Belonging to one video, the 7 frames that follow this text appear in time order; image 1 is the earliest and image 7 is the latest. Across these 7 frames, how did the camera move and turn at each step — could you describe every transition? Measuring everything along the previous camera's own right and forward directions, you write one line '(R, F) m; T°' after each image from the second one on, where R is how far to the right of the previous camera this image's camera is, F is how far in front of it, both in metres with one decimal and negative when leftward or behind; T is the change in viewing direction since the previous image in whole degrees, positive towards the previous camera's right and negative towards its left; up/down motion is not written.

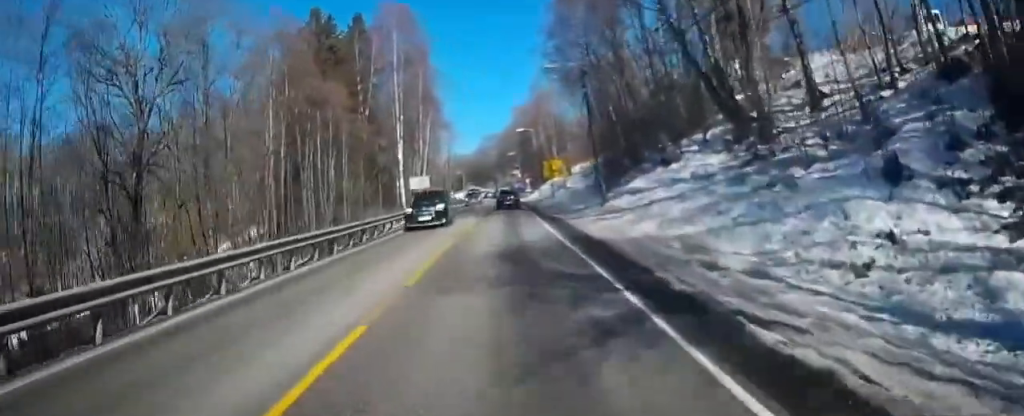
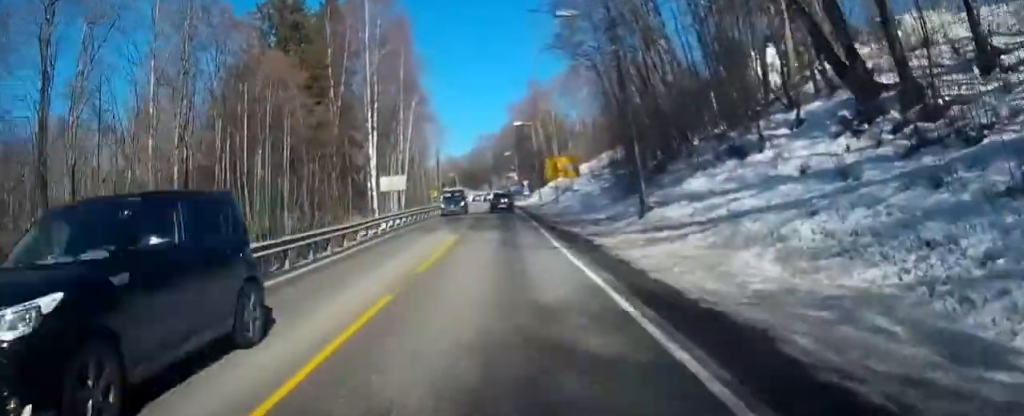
(+0.1, +10.0) m; +1°
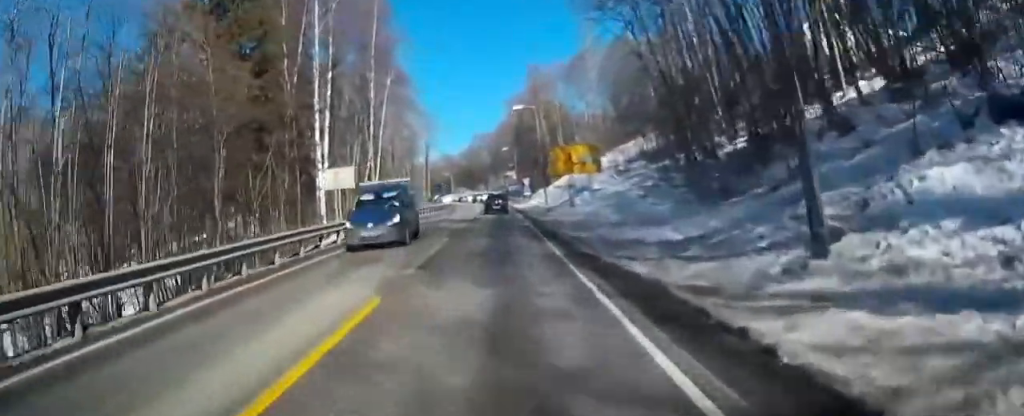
(+0.1, +12.4) m; +1°
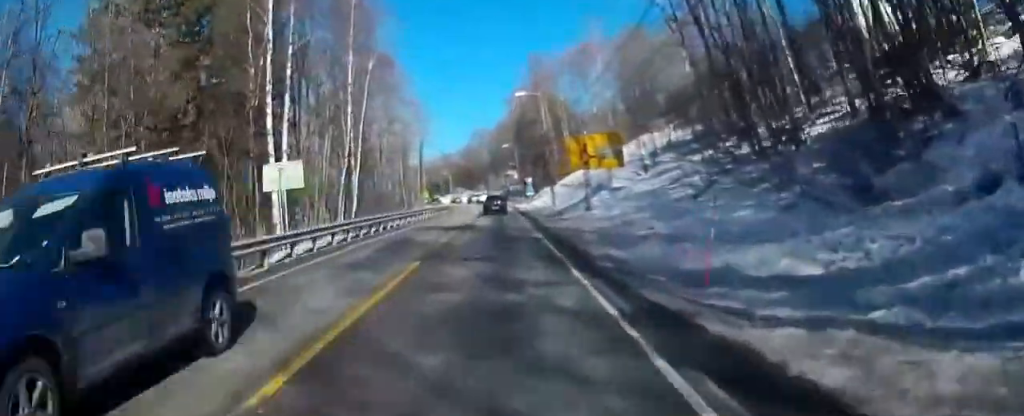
(+0.2, +6.9) m; 0°
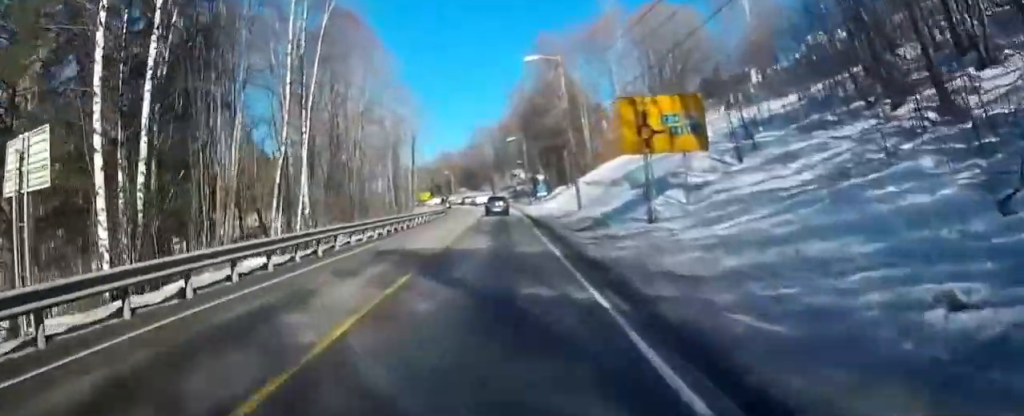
(0.0, +12.3) m; 0°
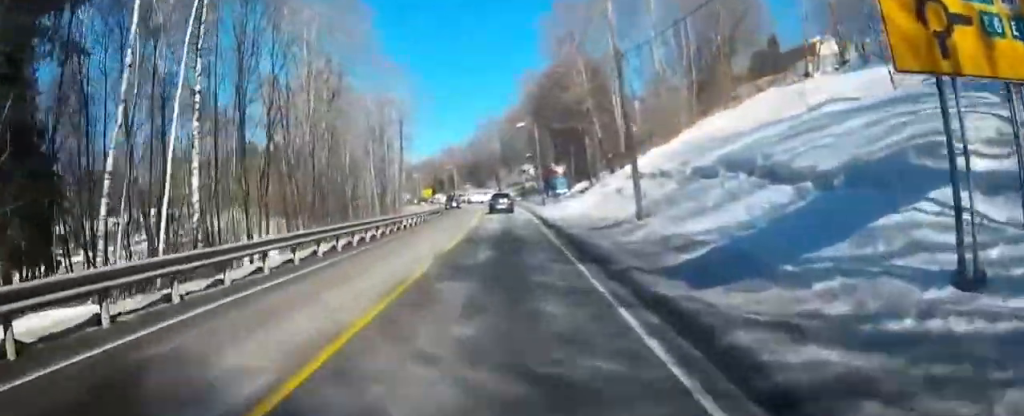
(0.0, +12.9) m; 0°
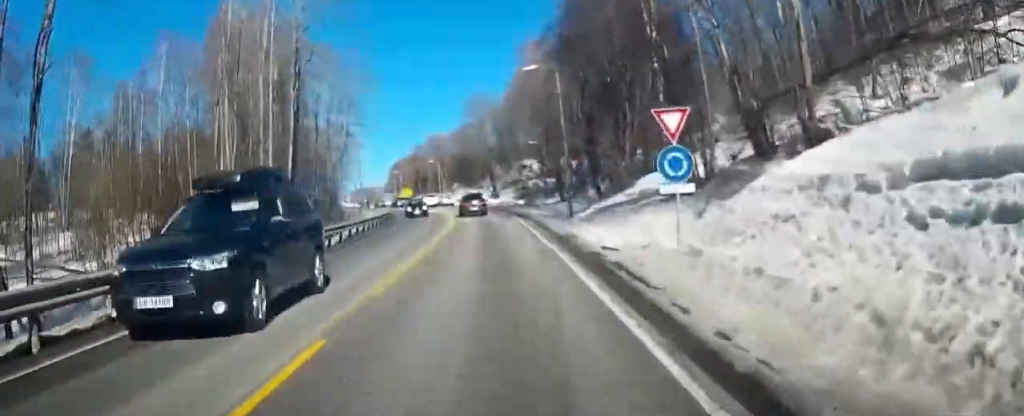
(-0.2, +29.8) m; 0°
